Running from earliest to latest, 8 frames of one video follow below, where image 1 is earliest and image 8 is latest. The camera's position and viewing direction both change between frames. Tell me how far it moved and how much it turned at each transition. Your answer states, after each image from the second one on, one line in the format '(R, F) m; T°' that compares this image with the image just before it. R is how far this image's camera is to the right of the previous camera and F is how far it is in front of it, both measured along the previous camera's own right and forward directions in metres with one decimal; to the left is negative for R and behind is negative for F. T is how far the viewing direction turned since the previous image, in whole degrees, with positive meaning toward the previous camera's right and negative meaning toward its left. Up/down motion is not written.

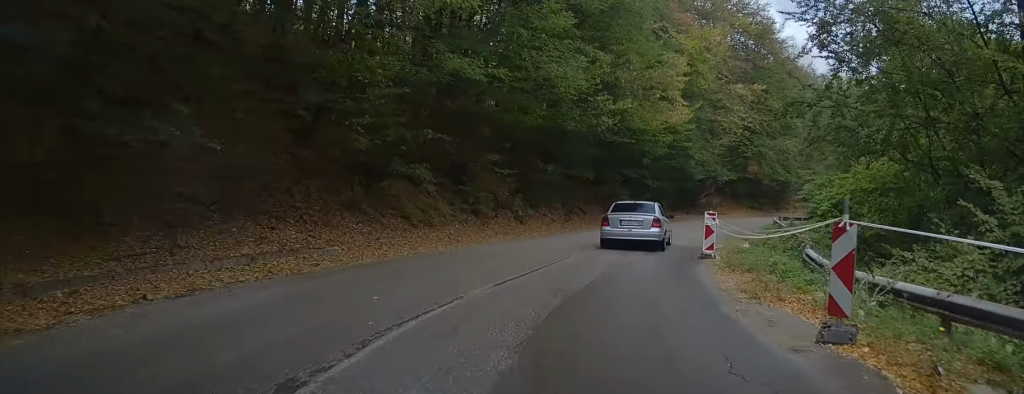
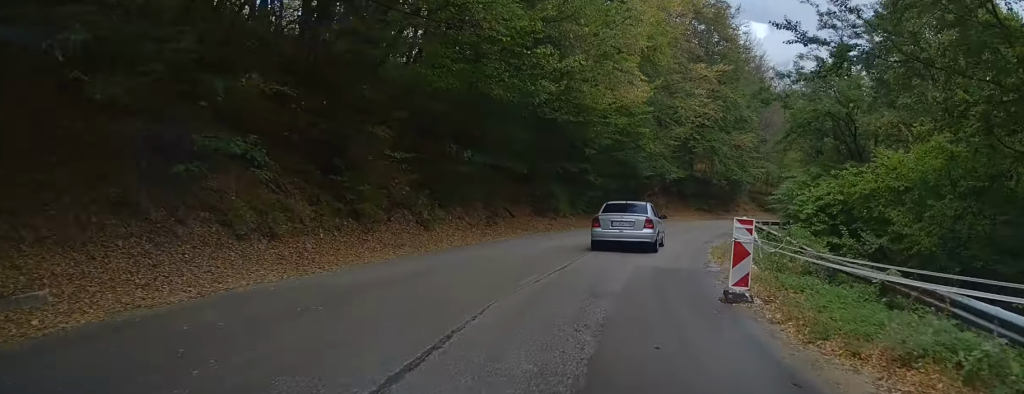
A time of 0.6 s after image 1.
(+0.2, +6.7) m; +6°
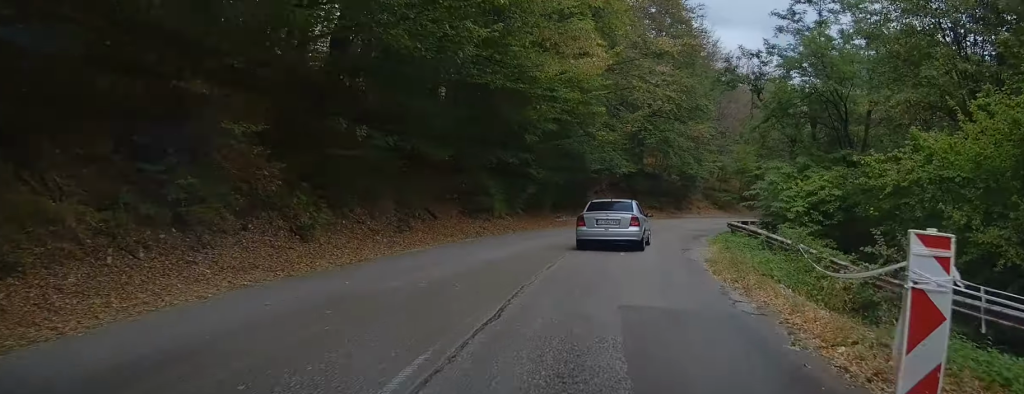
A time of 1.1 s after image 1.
(+0.4, +5.1) m; +6°
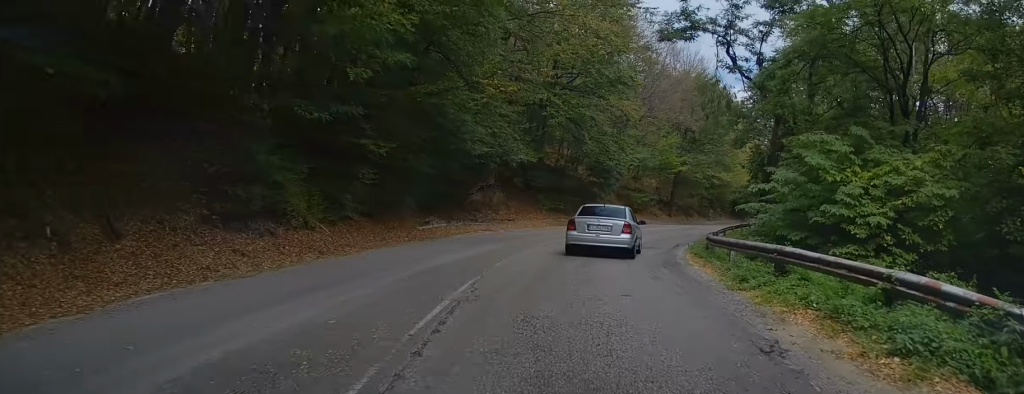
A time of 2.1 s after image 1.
(+1.3, +11.6) m; +13°
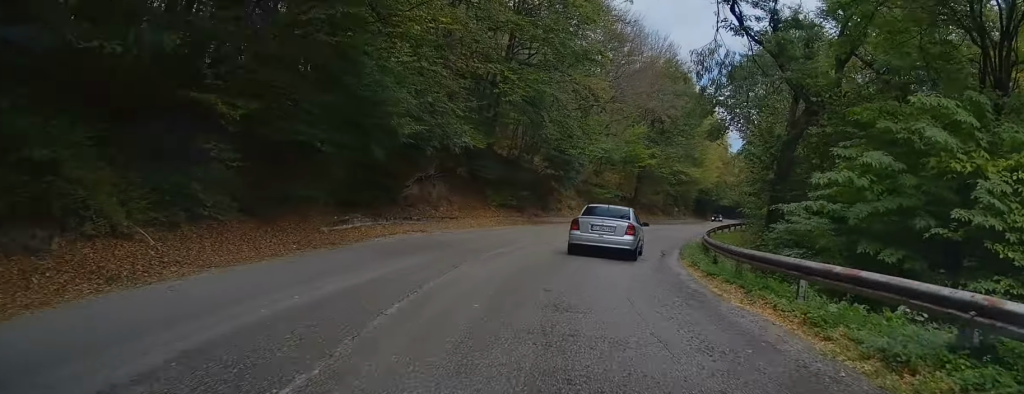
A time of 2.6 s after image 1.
(+0.1, +5.6) m; +6°
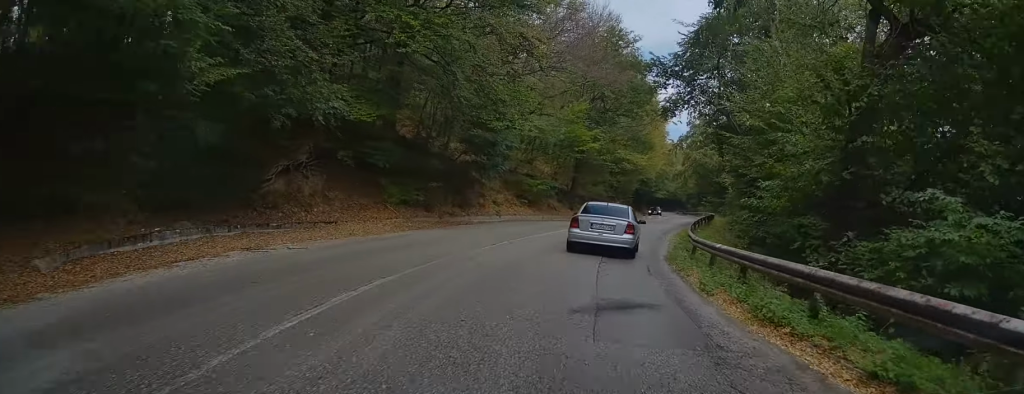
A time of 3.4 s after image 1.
(+0.7, +9.2) m; +4°
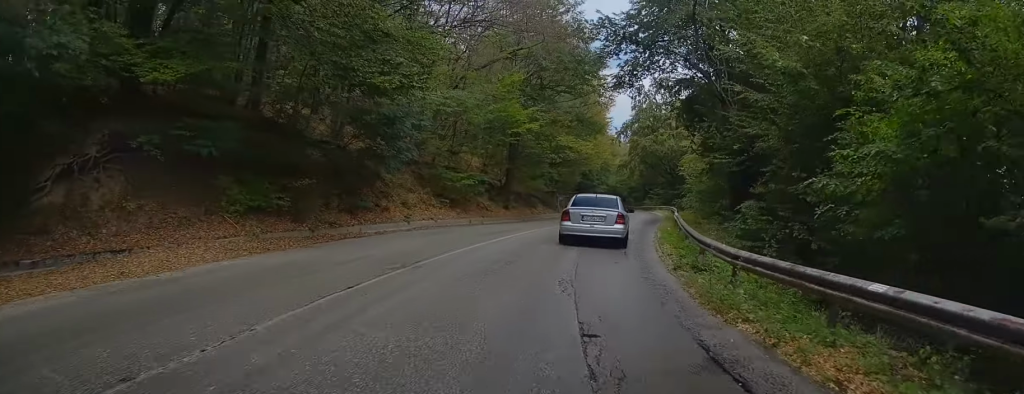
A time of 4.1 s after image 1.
(+0.2, +9.4) m; +3°
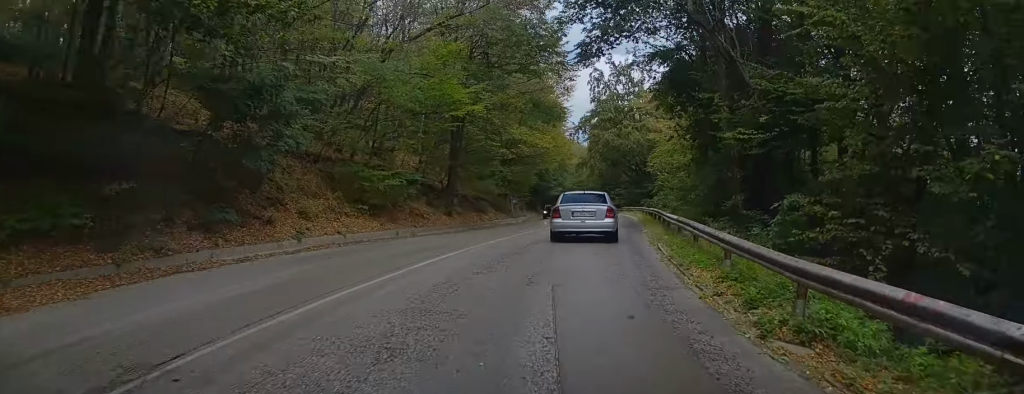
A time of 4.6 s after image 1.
(-0.2, +7.8) m; +2°
